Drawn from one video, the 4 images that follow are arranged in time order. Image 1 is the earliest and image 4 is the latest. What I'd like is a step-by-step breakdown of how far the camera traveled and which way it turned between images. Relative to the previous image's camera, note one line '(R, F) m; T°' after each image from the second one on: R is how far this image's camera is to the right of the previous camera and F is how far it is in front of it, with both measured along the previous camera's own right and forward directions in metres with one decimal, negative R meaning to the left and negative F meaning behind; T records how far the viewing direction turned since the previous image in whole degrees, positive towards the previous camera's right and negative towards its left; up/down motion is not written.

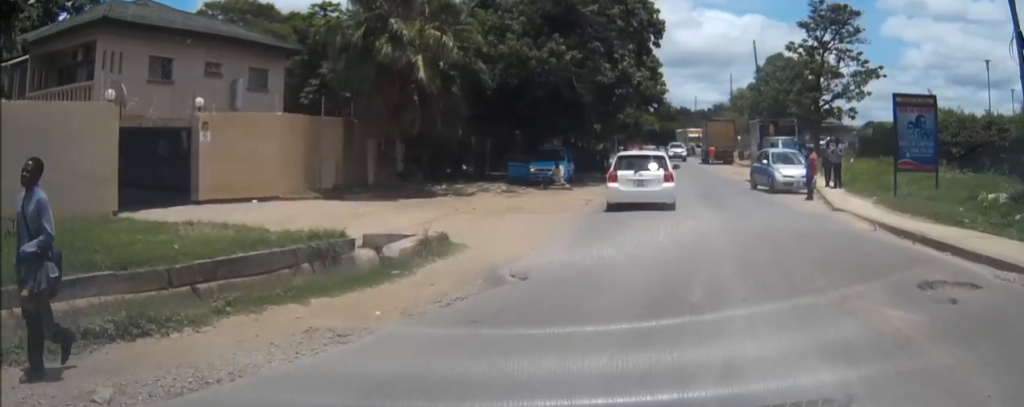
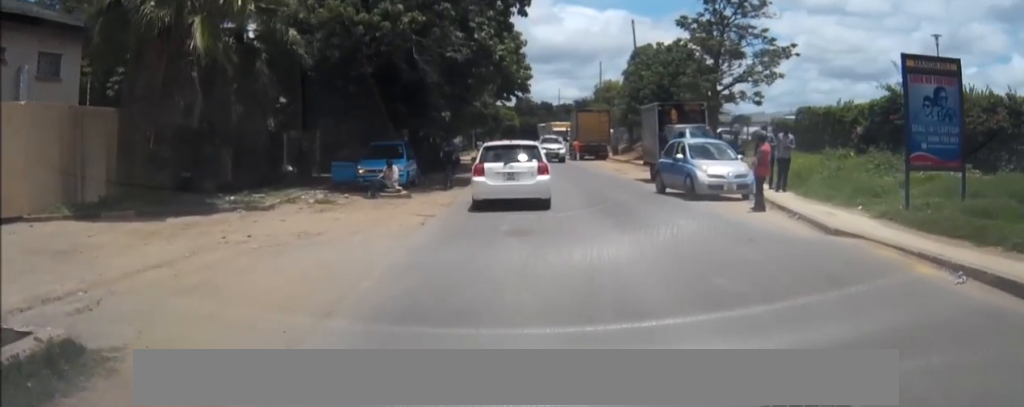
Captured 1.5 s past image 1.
(+0.7, +6.9) m; +8°
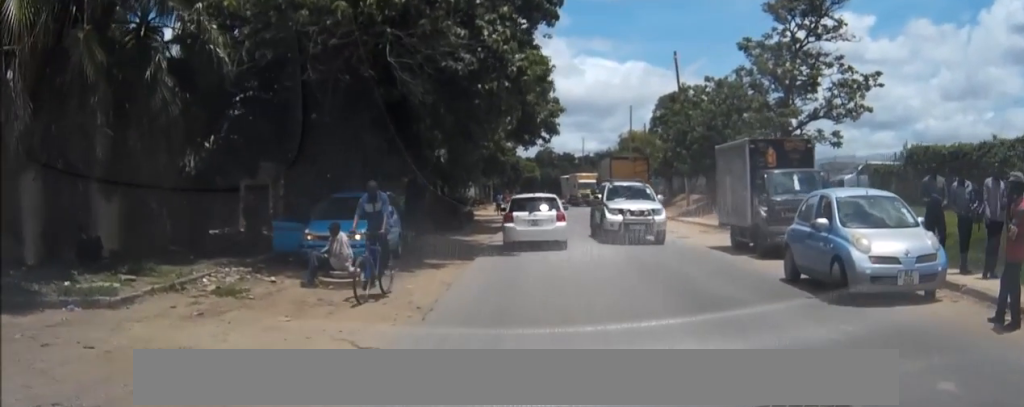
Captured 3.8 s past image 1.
(-0.4, +8.9) m; -4°
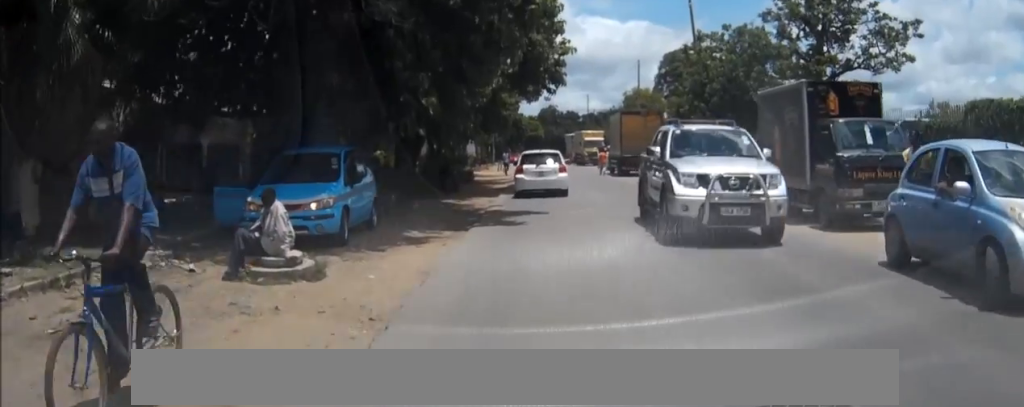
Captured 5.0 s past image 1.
(0.0, +3.6) m; +2°
